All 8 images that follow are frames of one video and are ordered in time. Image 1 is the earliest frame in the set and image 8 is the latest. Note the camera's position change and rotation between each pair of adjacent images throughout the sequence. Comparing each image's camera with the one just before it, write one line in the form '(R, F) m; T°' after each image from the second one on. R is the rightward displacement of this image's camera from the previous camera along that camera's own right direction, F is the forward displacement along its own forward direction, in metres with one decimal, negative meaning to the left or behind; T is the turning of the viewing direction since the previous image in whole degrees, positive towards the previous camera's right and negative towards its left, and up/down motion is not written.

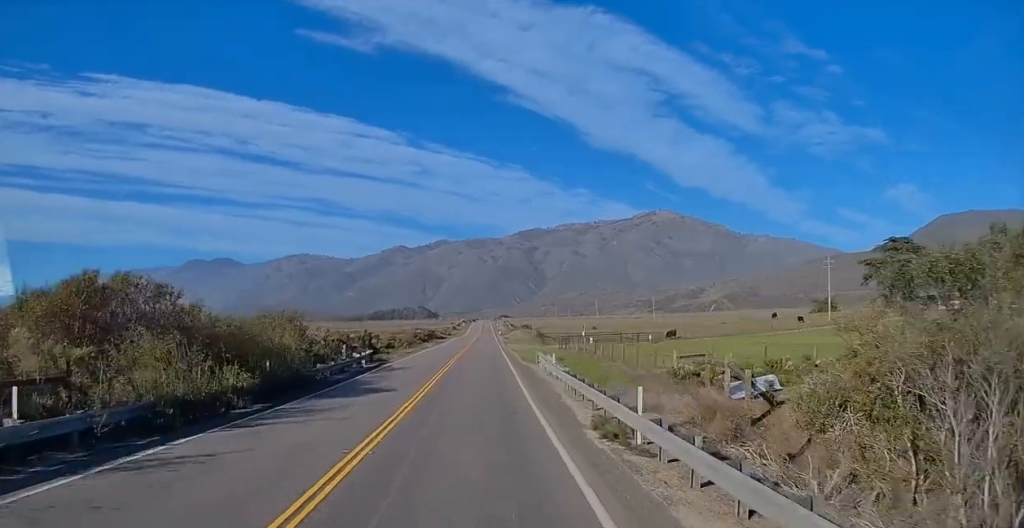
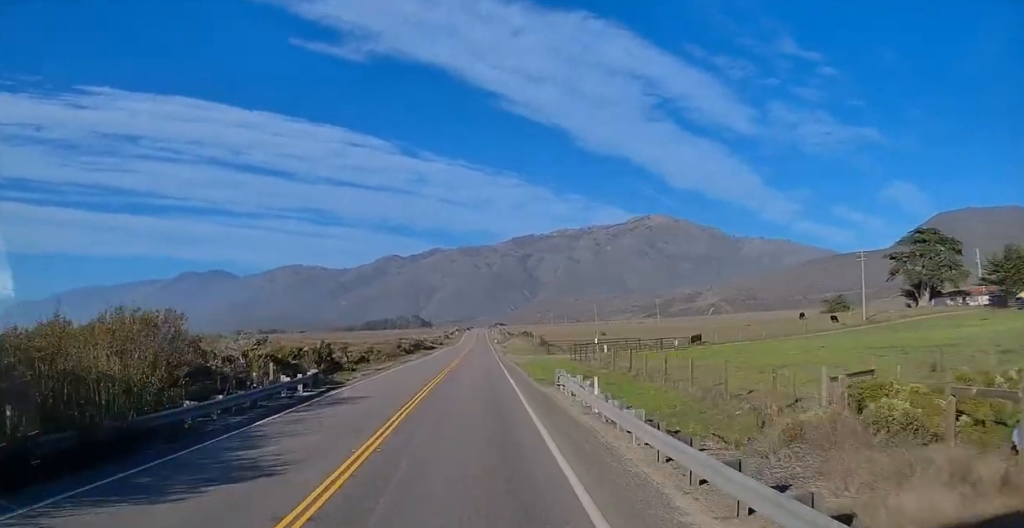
(0.0, +13.9) m; 0°
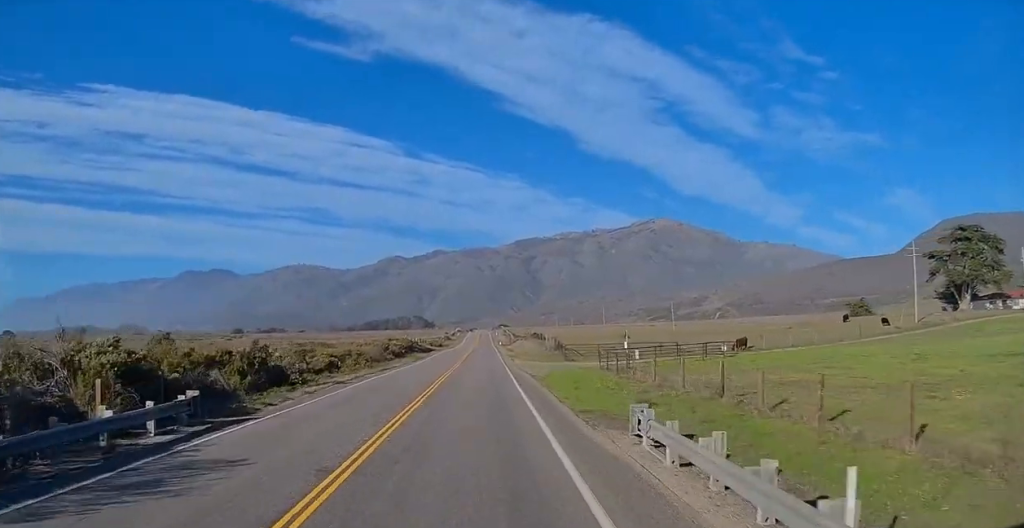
(+0.2, +14.5) m; 0°
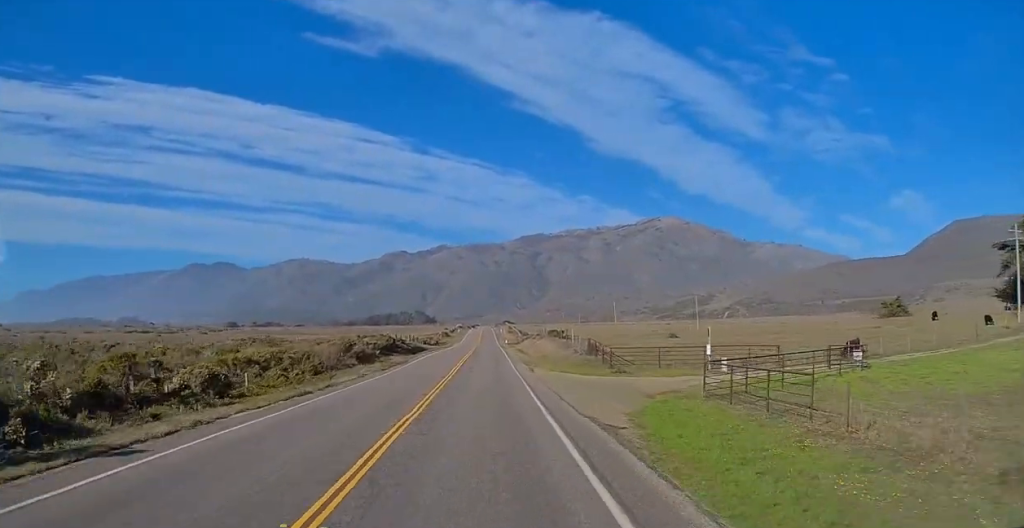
(-0.2, +21.2) m; 0°
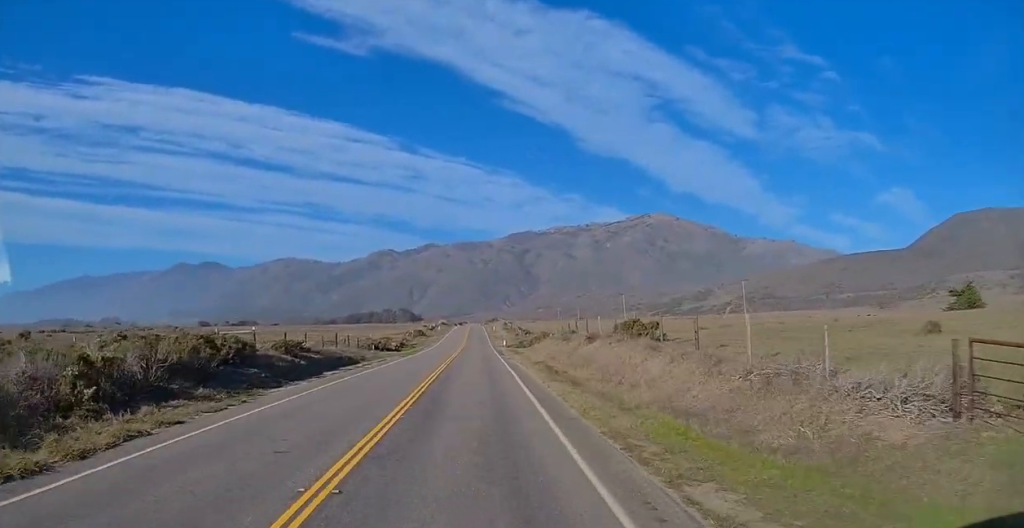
(-0.8, +42.8) m; -1°
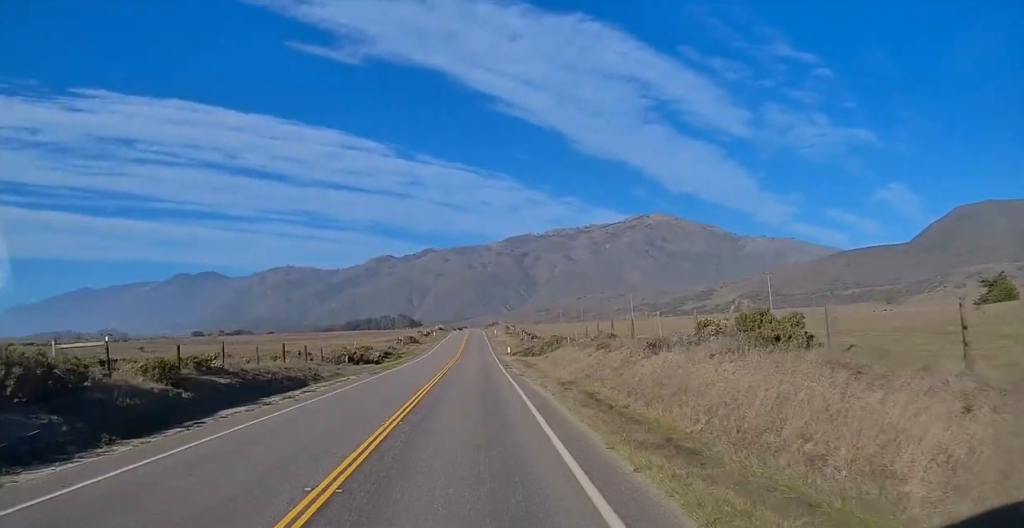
(-0.9, +14.4) m; +2°
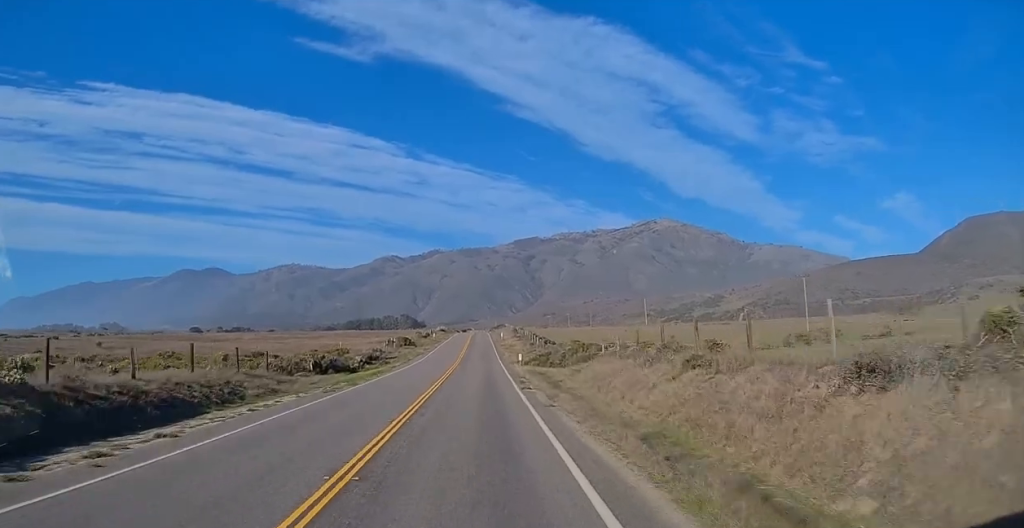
(+1.4, +13.7) m; +2°
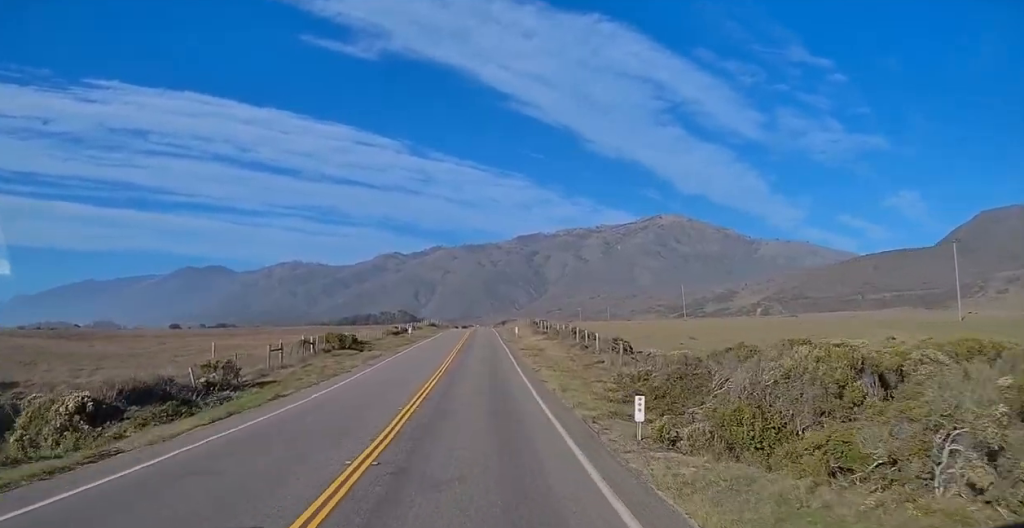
(-0.2, +43.9) m; -2°
